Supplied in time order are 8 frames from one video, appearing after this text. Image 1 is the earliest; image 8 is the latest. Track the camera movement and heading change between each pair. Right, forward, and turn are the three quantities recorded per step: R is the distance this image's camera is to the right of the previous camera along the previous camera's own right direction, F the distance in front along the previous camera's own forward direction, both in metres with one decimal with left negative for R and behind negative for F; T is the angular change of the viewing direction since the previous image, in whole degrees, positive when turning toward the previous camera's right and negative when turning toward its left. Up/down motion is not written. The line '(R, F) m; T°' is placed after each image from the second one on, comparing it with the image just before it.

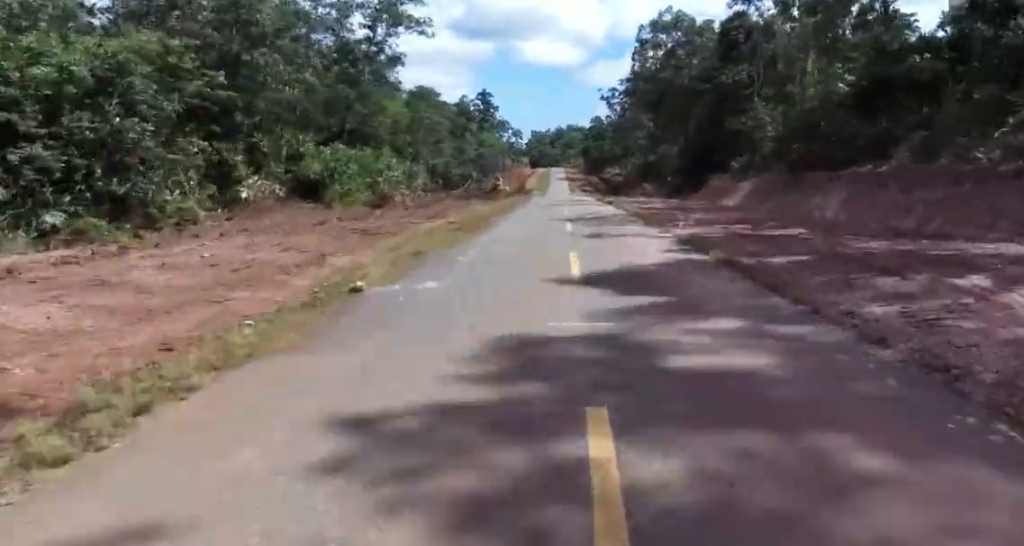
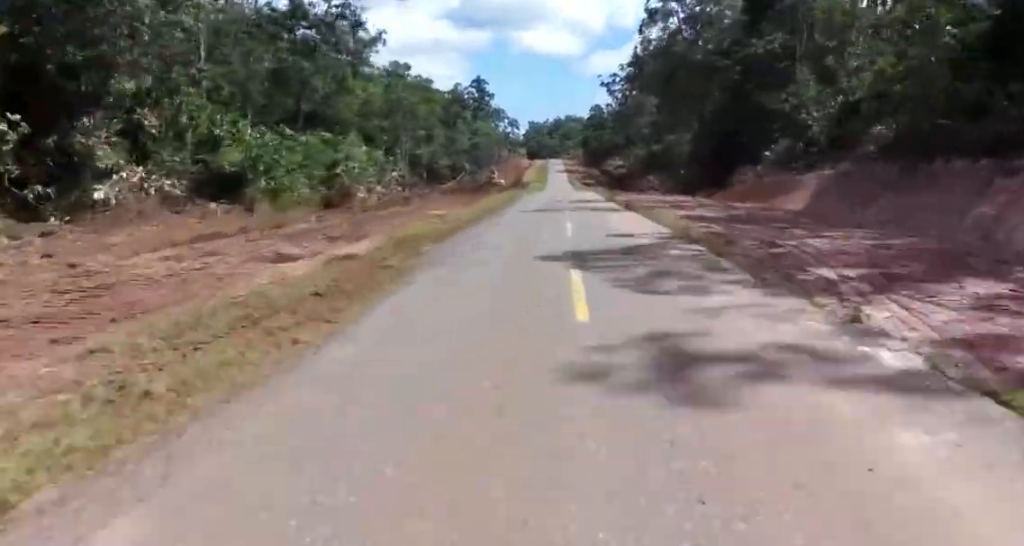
(0.0, +10.6) m; 0°
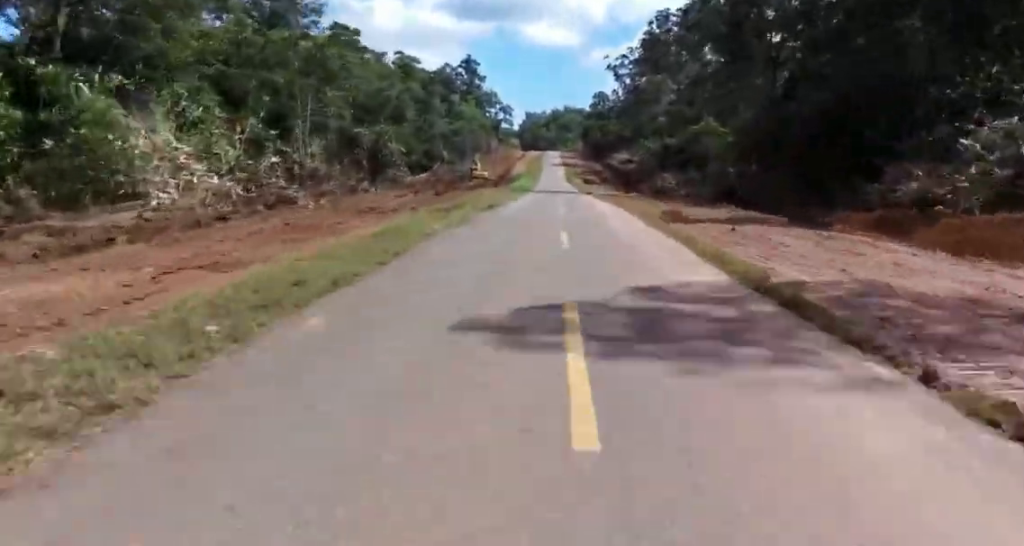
(-0.3, +26.6) m; -1°
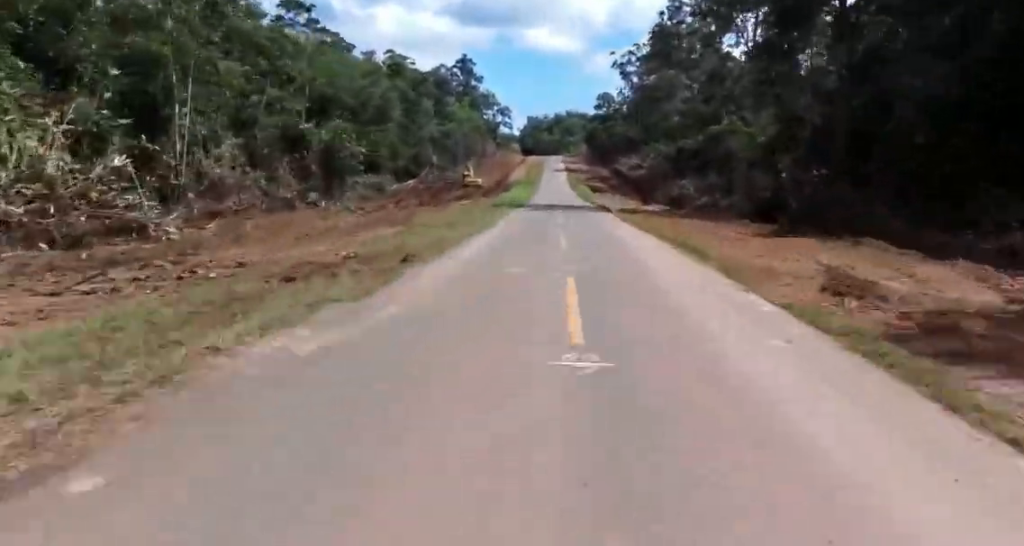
(-0.1, +13.7) m; -1°
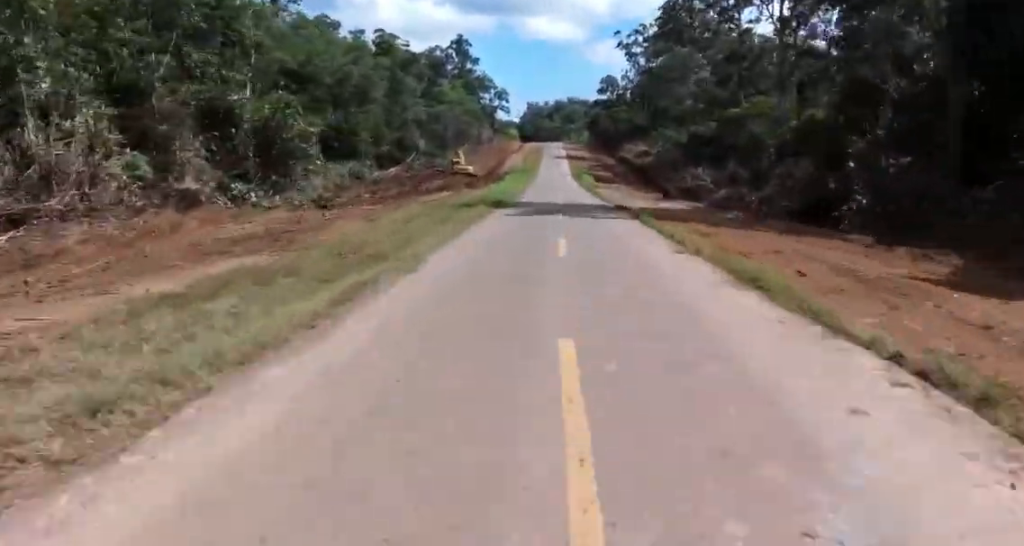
(0.0, +11.3) m; 0°
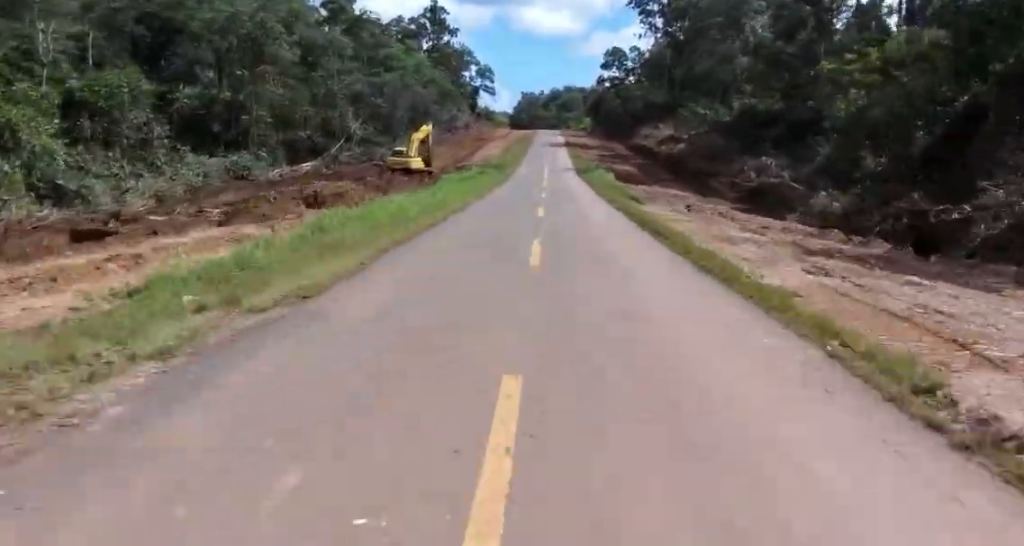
(0.0, +33.1) m; 0°
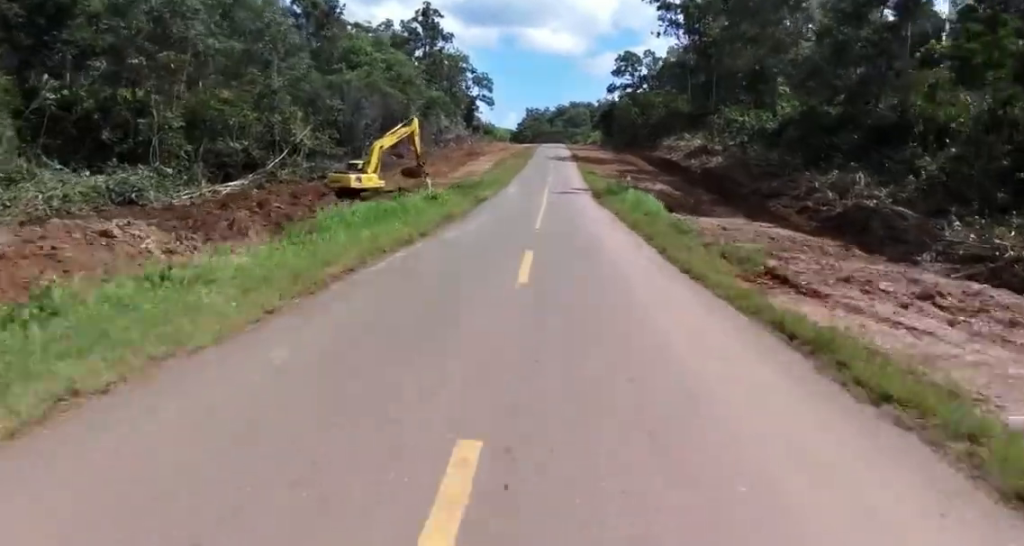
(-0.1, +16.4) m; +2°
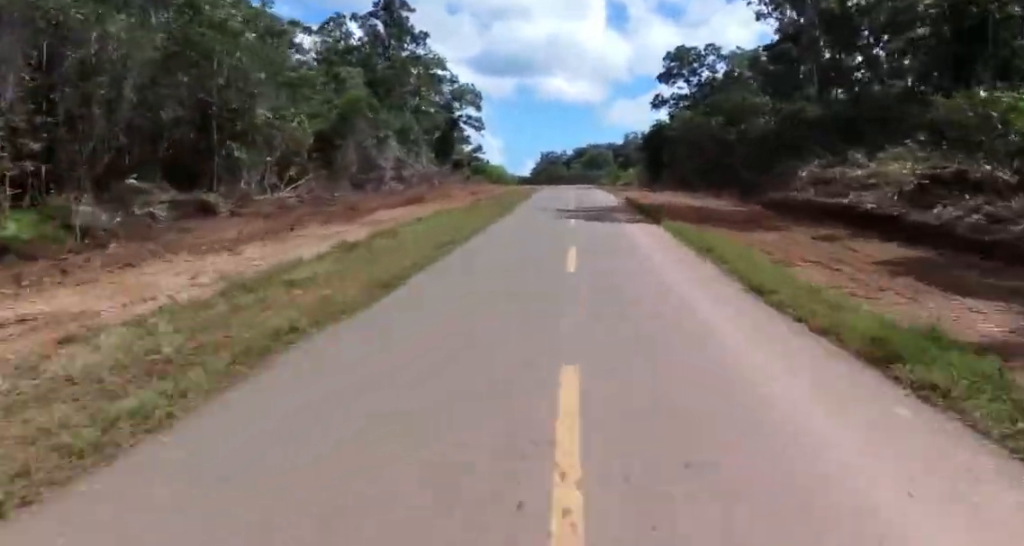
(0.0, +45.9) m; -2°
